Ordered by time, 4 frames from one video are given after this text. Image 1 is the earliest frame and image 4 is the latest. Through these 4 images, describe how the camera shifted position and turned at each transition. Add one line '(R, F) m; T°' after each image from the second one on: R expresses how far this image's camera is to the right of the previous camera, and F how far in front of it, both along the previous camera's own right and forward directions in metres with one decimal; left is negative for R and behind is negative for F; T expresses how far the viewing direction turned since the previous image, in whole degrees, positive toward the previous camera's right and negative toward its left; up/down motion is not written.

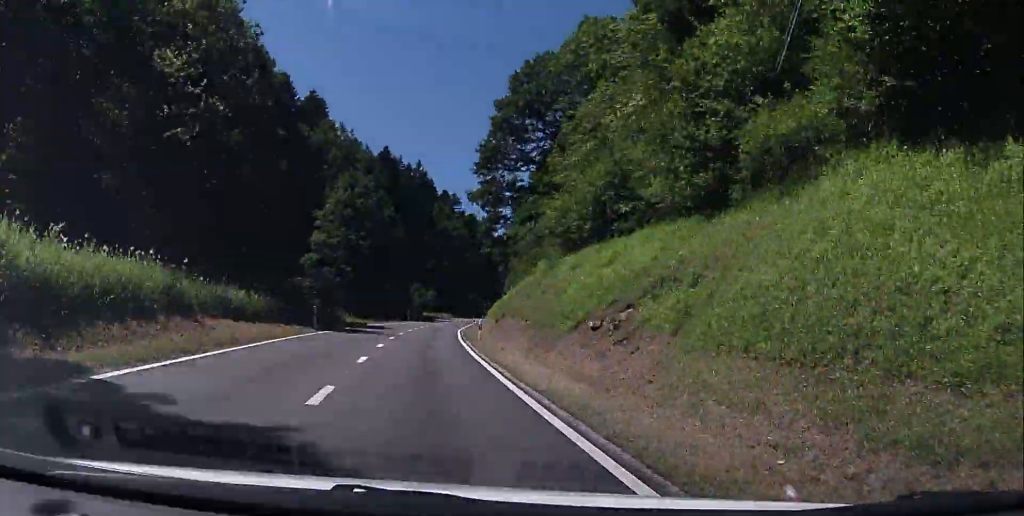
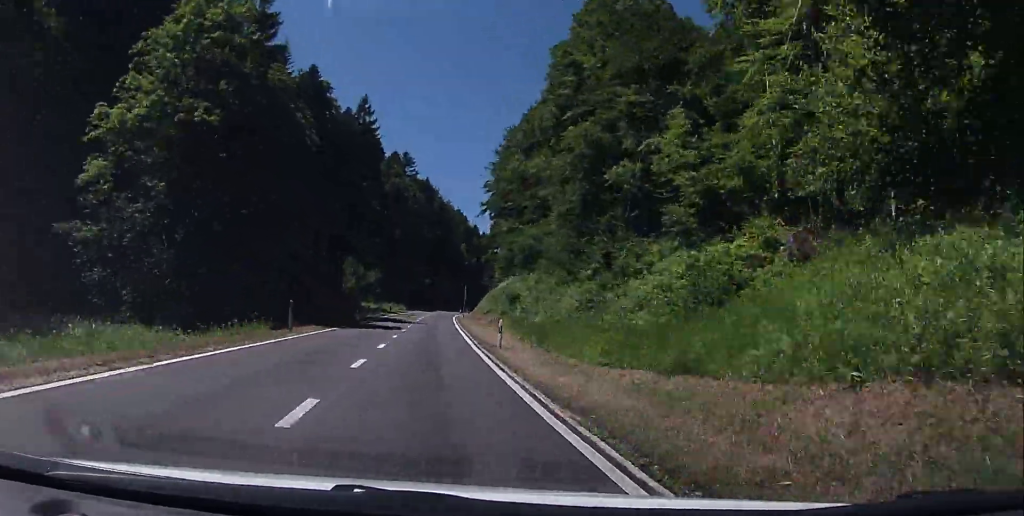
(+2.0, +50.2) m; +6°
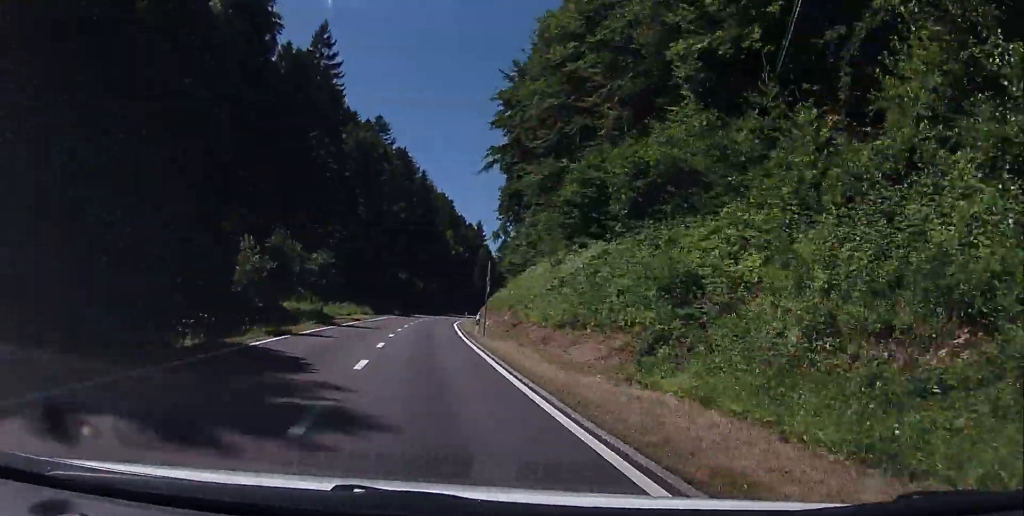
(+1.2, +36.6) m; +4°
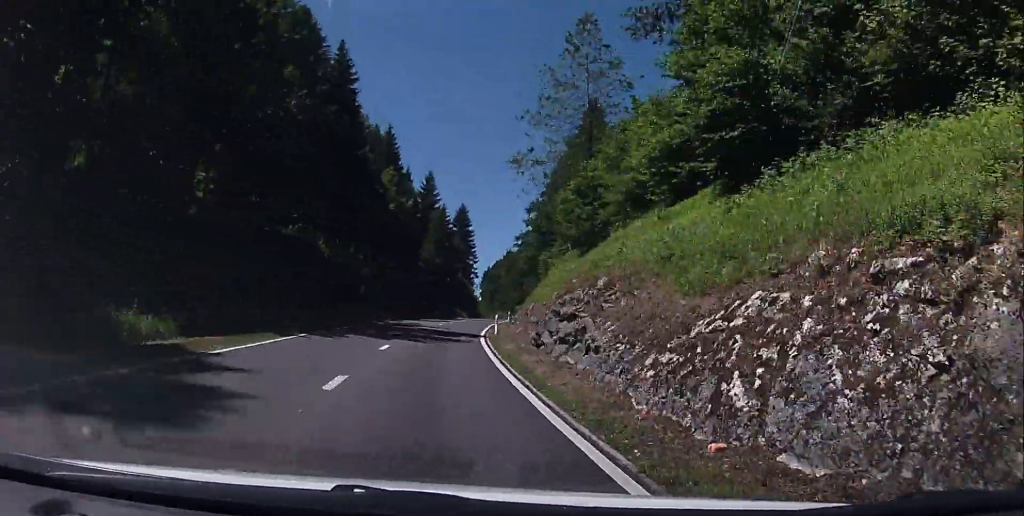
(+3.7, +63.1) m; +18°
